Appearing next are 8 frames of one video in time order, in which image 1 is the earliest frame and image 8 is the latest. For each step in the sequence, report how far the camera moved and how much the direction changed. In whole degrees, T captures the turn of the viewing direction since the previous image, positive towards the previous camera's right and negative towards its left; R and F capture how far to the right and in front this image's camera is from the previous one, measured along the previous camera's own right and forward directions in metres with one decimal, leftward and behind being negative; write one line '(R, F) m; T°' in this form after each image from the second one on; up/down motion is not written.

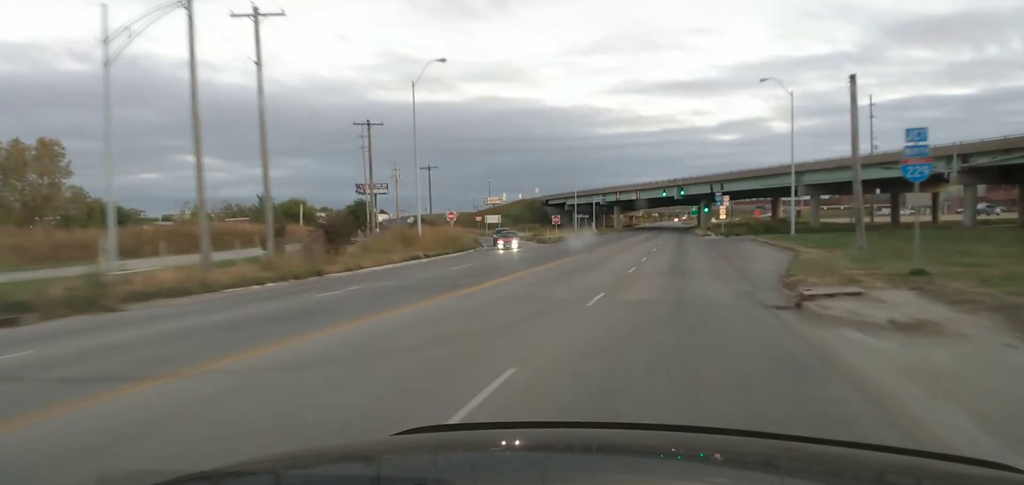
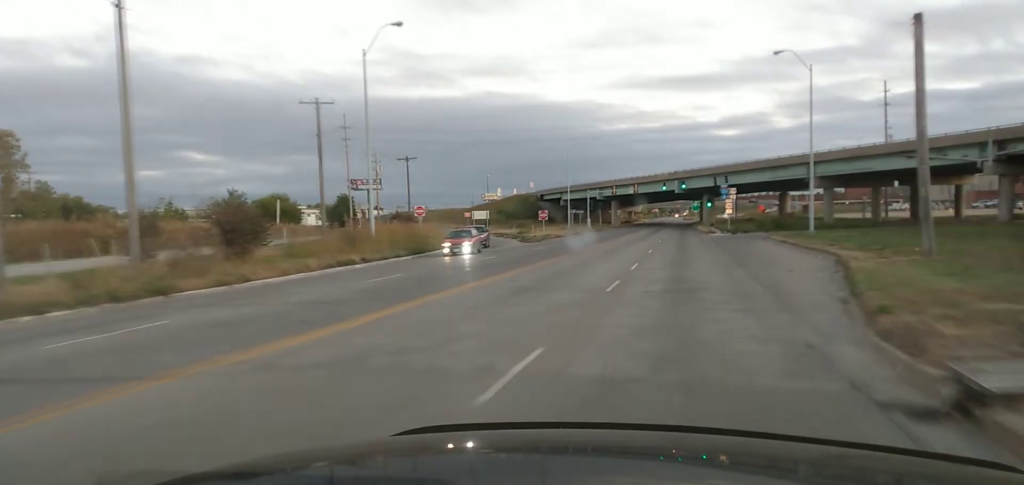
(-0.1, +8.9) m; +1°
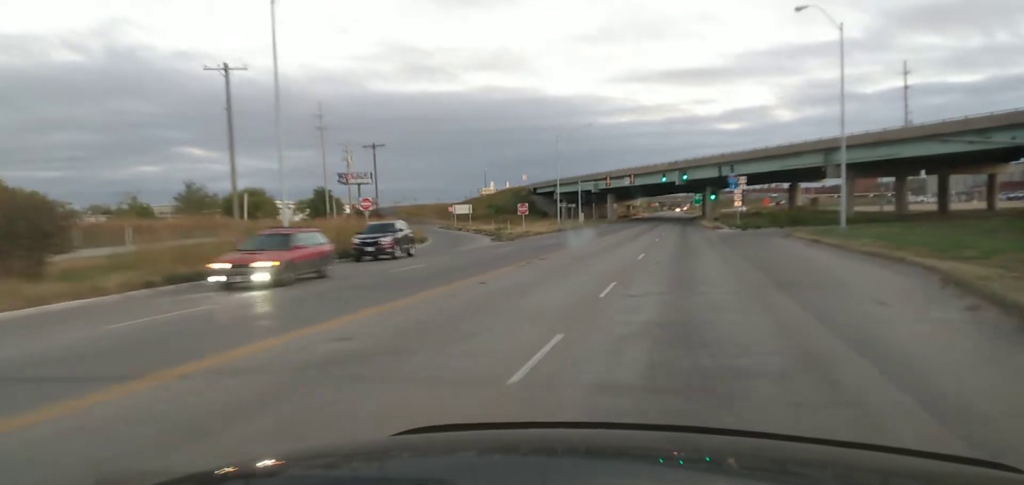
(+0.1, +10.6) m; 0°
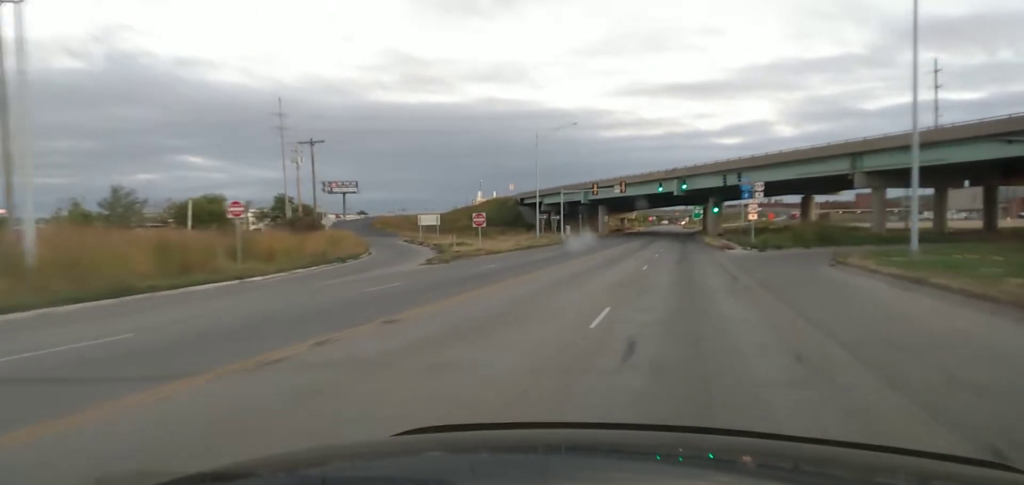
(-0.2, +15.4) m; -3°
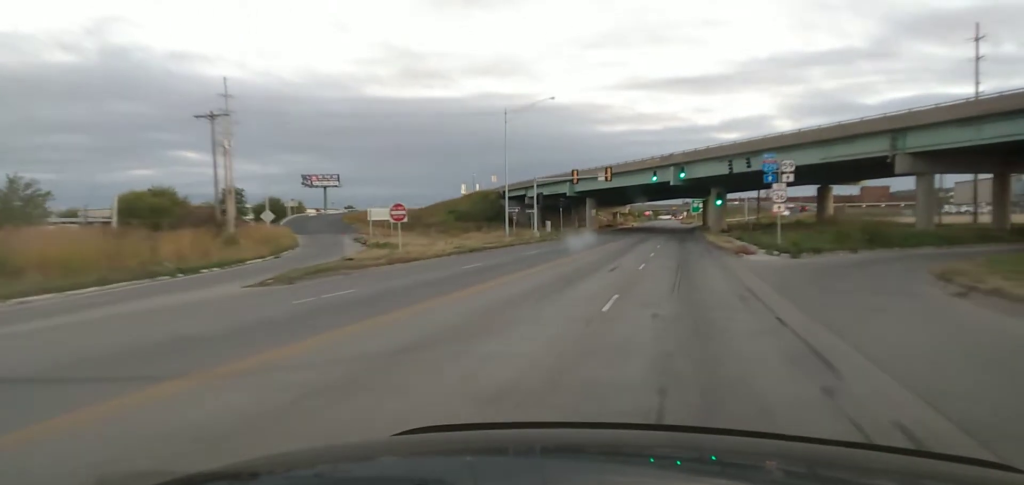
(-0.4, +15.2) m; -1°
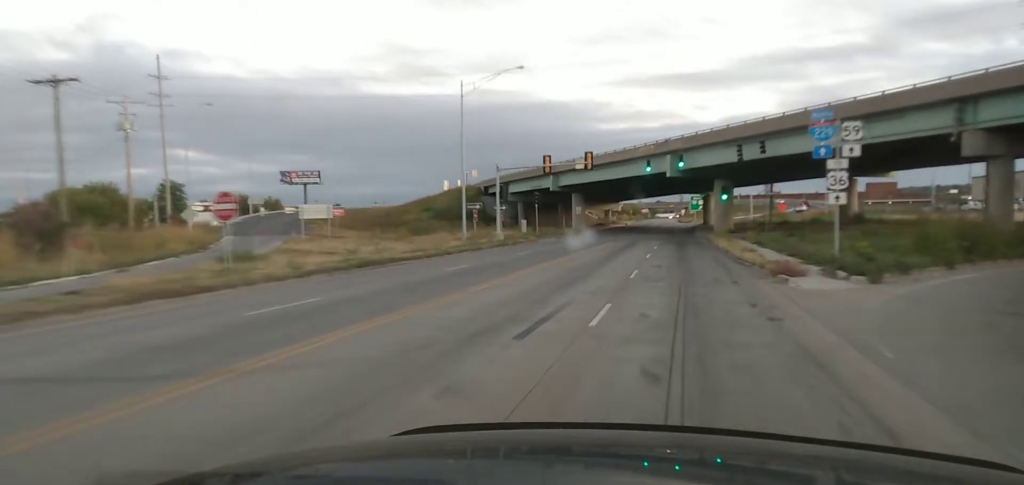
(0.0, +14.8) m; 0°
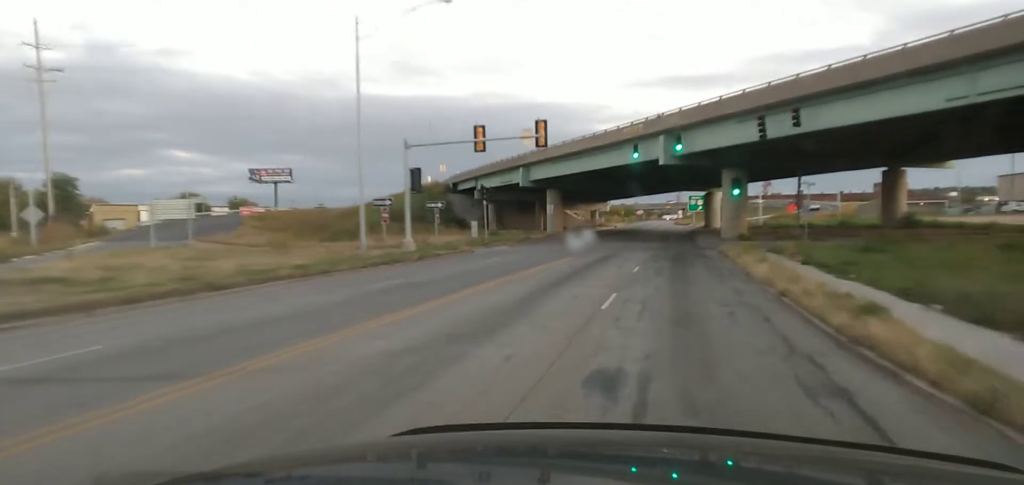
(+0.5, +19.7) m; +2°
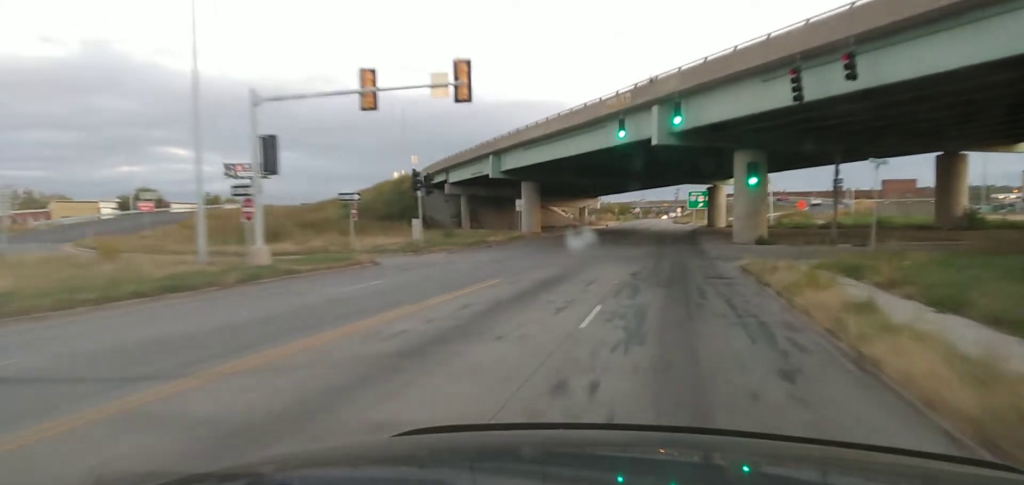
(-0.5, +14.1) m; 0°
